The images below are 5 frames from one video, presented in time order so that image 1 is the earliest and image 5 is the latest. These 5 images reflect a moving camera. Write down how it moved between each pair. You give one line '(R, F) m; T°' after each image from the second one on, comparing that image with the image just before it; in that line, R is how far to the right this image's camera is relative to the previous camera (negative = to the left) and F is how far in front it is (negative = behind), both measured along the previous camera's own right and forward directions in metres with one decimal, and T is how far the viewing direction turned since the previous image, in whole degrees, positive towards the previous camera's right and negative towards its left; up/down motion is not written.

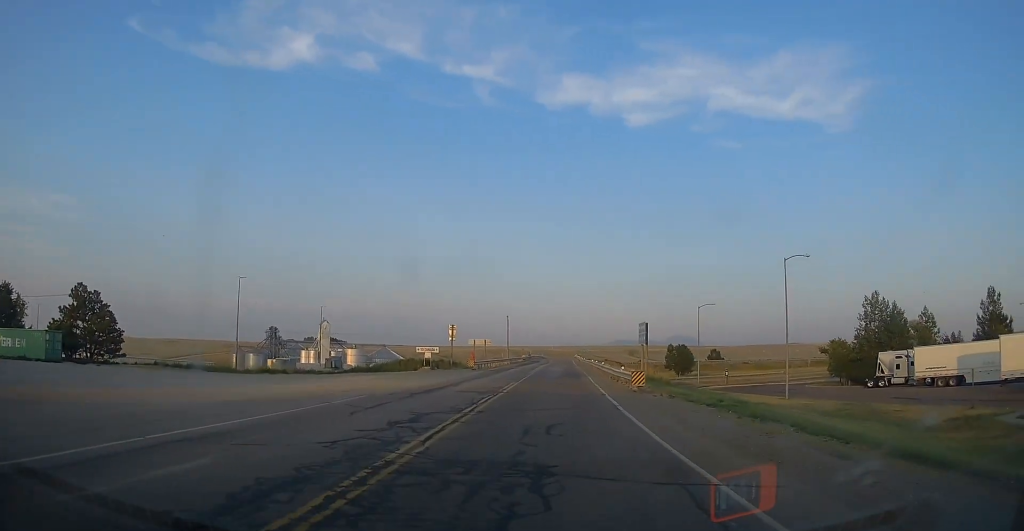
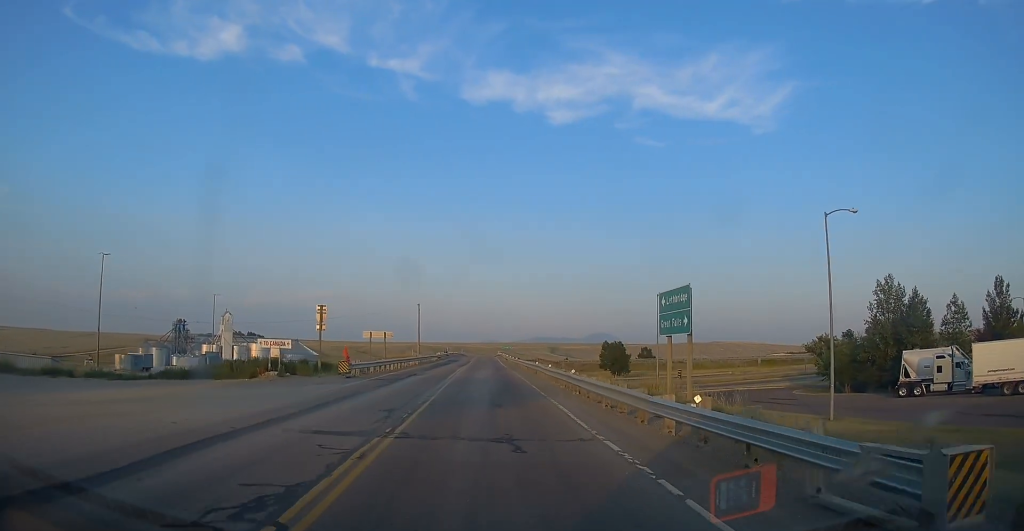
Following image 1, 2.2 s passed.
(+3.9, +18.6) m; +14°
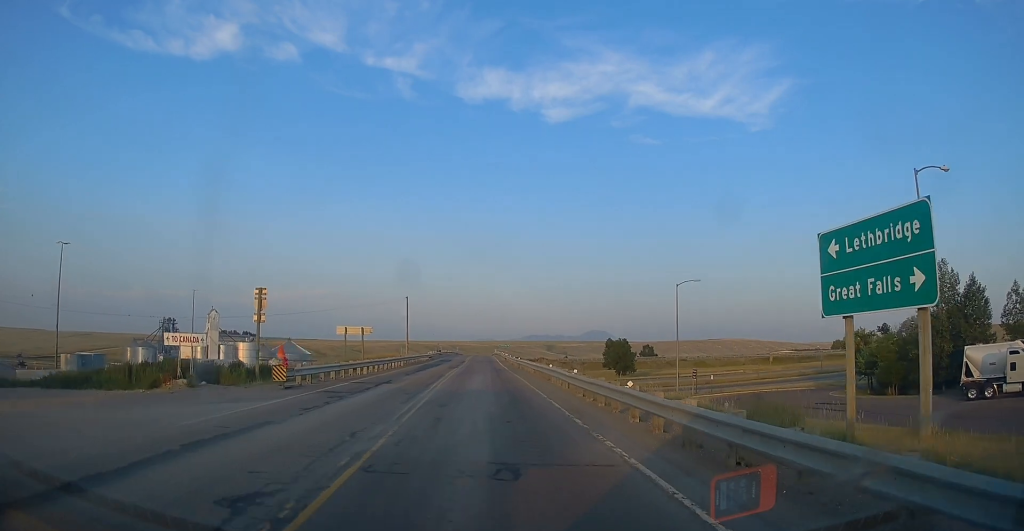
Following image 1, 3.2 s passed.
(-0.3, +9.4) m; 0°
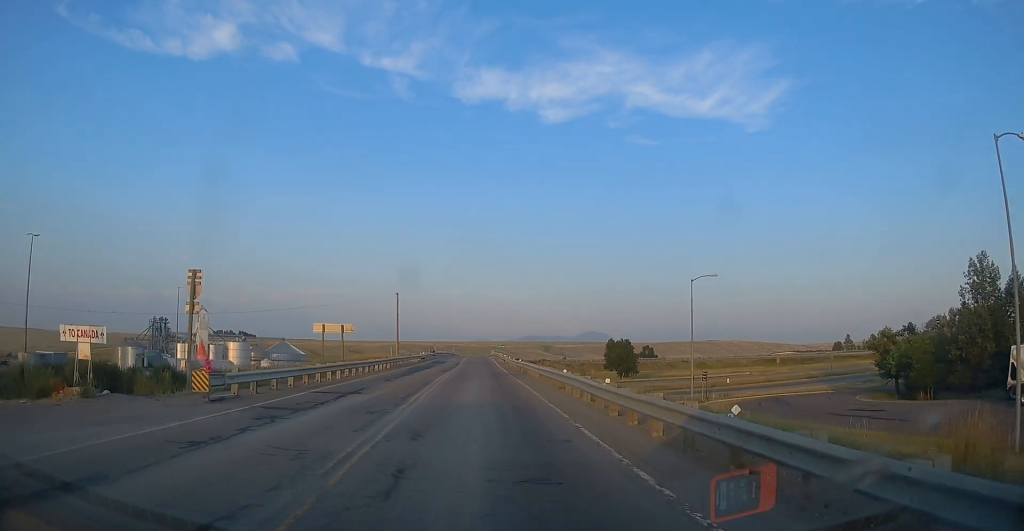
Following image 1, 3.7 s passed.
(0.0, +6.0) m; +1°
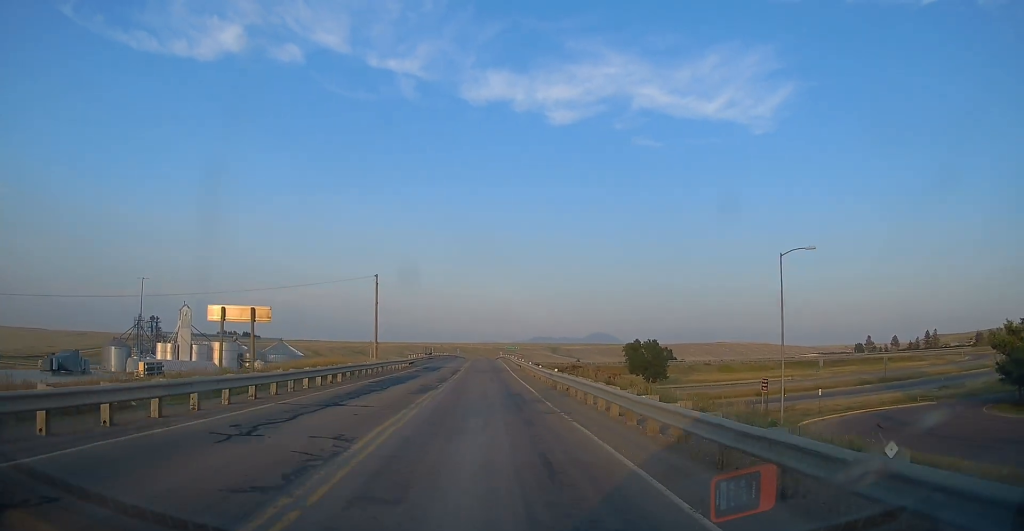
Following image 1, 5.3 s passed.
(+0.4, +18.0) m; -1°
